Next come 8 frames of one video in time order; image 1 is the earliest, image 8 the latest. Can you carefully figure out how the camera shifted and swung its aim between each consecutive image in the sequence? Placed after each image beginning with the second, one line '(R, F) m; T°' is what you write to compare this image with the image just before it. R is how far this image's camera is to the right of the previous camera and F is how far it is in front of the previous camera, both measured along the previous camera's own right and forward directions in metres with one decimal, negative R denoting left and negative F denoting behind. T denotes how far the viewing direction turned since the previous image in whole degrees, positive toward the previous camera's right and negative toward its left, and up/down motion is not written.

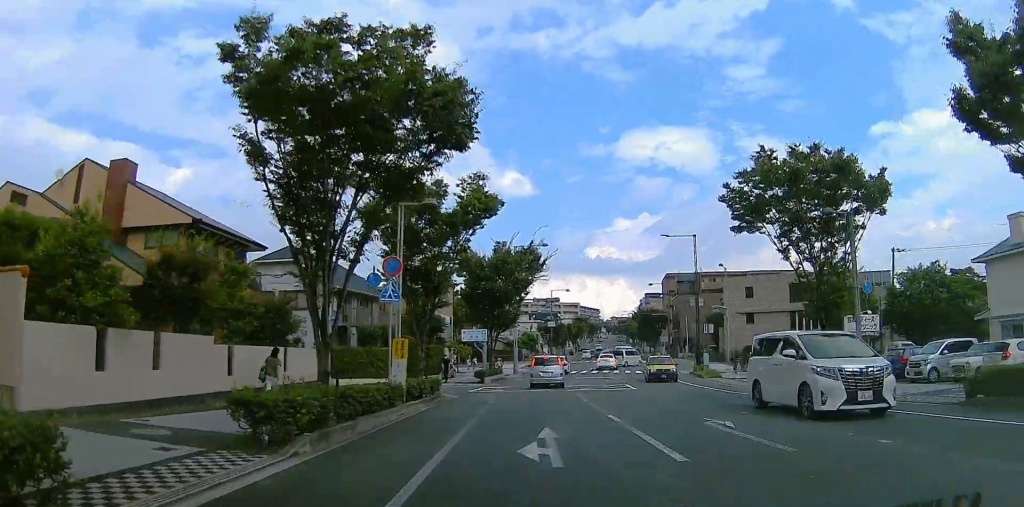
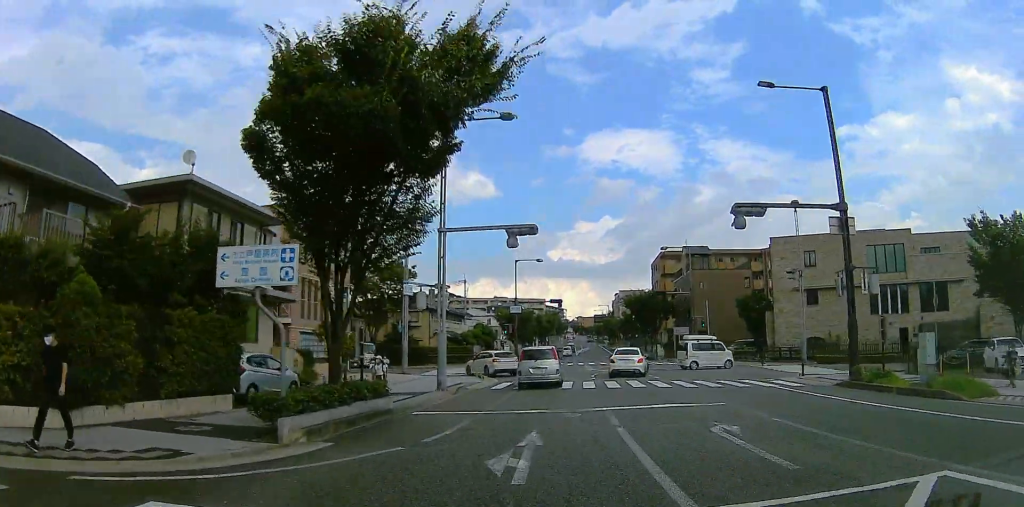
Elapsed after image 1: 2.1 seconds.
(+0.4, +26.1) m; +3°
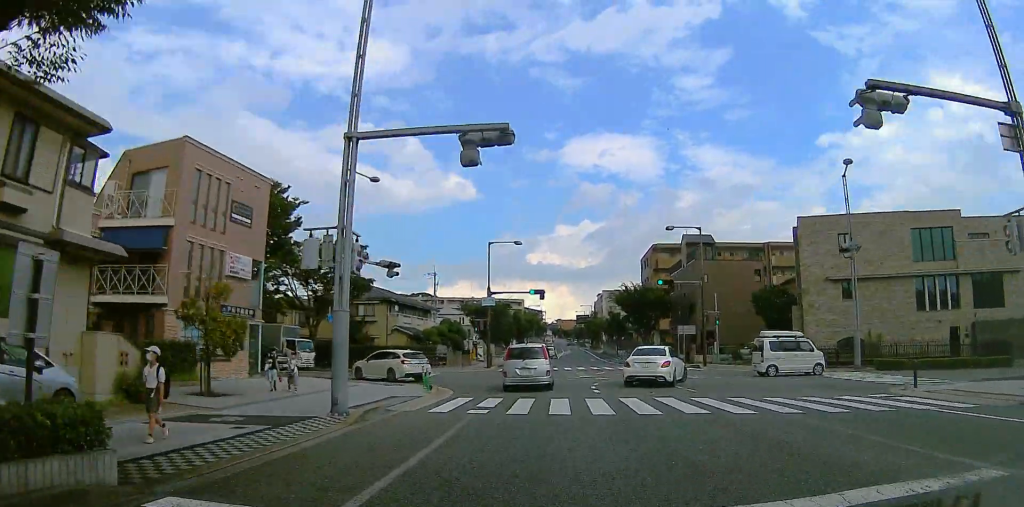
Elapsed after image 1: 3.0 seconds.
(+0.2, +9.9) m; +1°
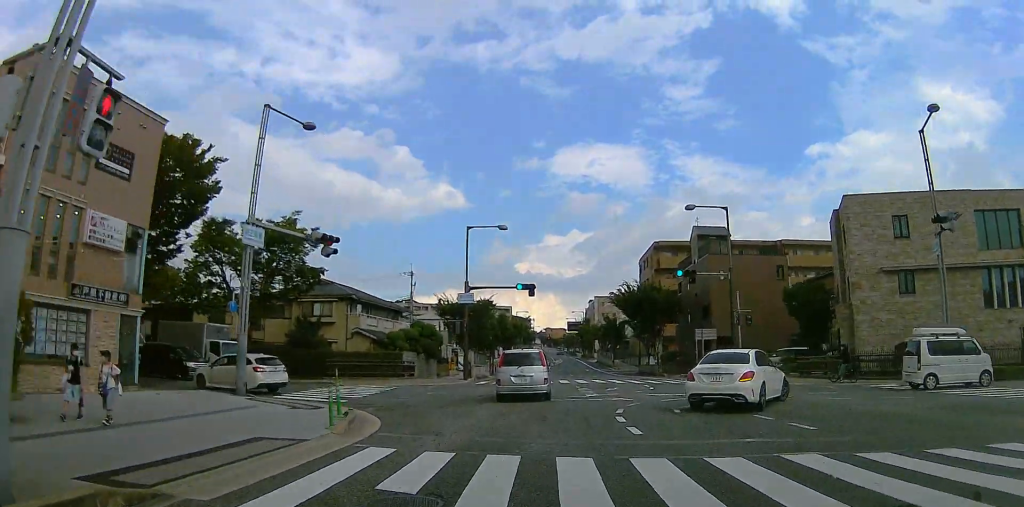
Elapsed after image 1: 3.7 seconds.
(0.0, +8.9) m; 0°
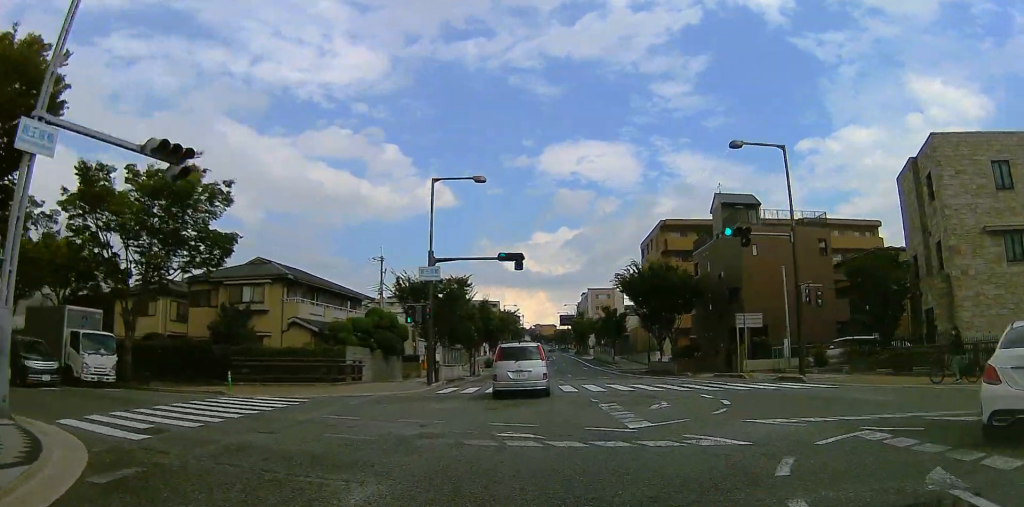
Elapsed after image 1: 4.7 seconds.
(0.0, +10.9) m; 0°
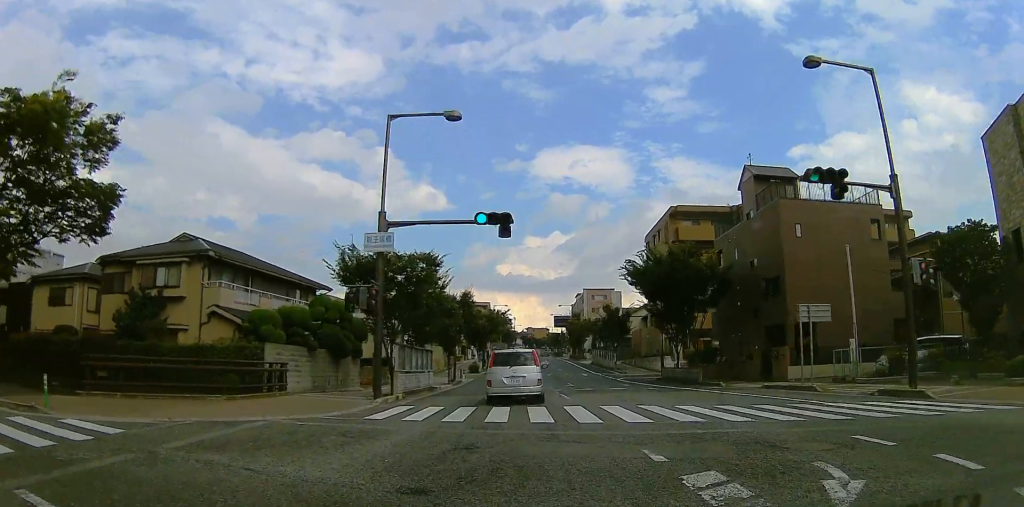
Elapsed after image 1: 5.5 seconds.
(0.0, +9.1) m; 0°
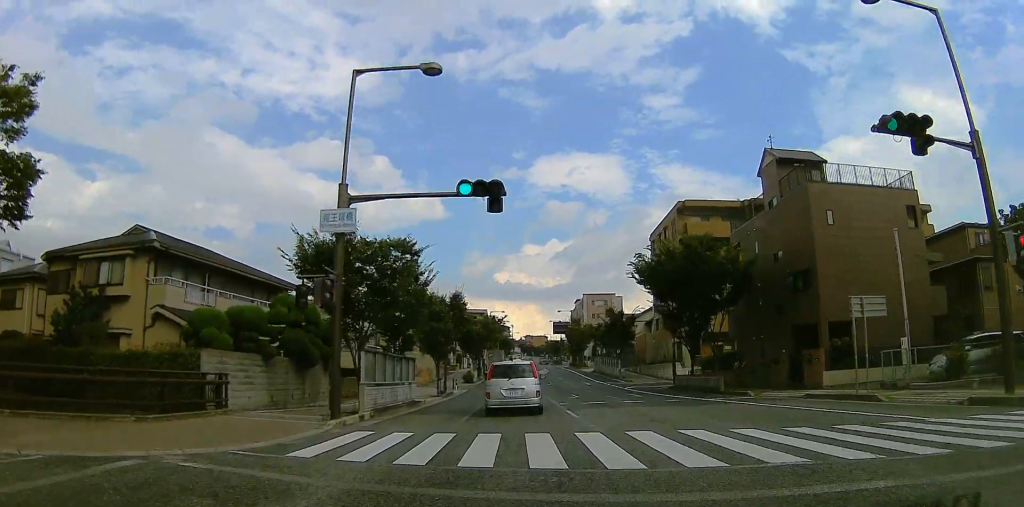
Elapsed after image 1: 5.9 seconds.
(0.0, +4.5) m; 0°
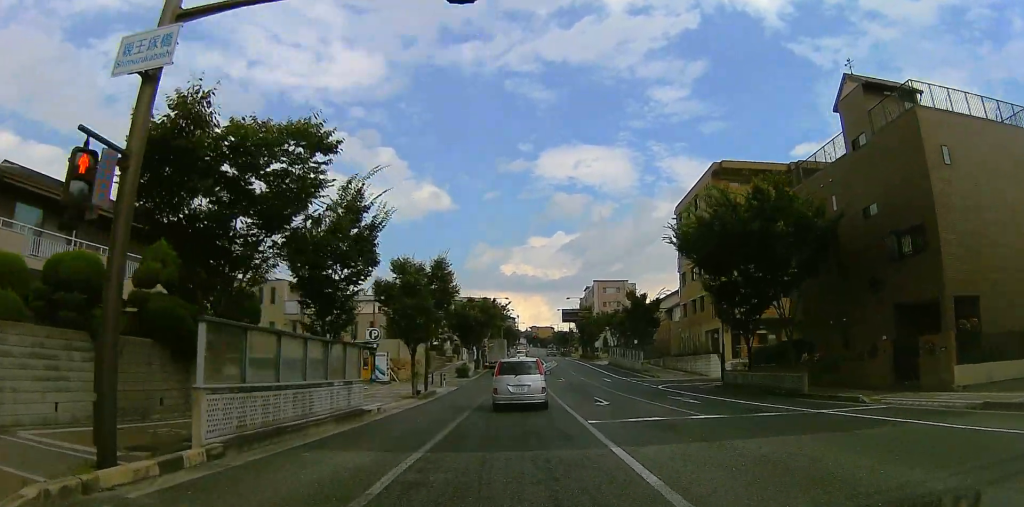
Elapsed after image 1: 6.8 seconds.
(0.0, +9.9) m; 0°
